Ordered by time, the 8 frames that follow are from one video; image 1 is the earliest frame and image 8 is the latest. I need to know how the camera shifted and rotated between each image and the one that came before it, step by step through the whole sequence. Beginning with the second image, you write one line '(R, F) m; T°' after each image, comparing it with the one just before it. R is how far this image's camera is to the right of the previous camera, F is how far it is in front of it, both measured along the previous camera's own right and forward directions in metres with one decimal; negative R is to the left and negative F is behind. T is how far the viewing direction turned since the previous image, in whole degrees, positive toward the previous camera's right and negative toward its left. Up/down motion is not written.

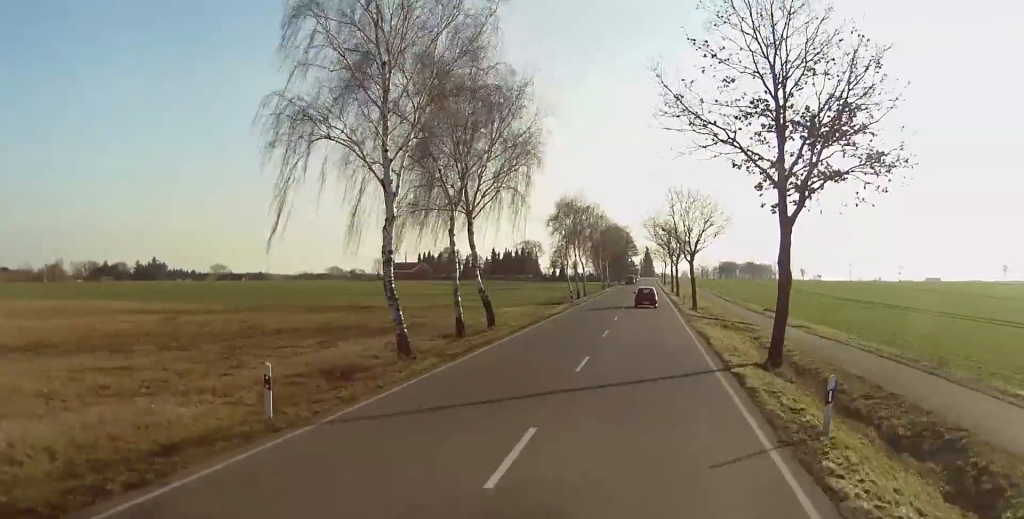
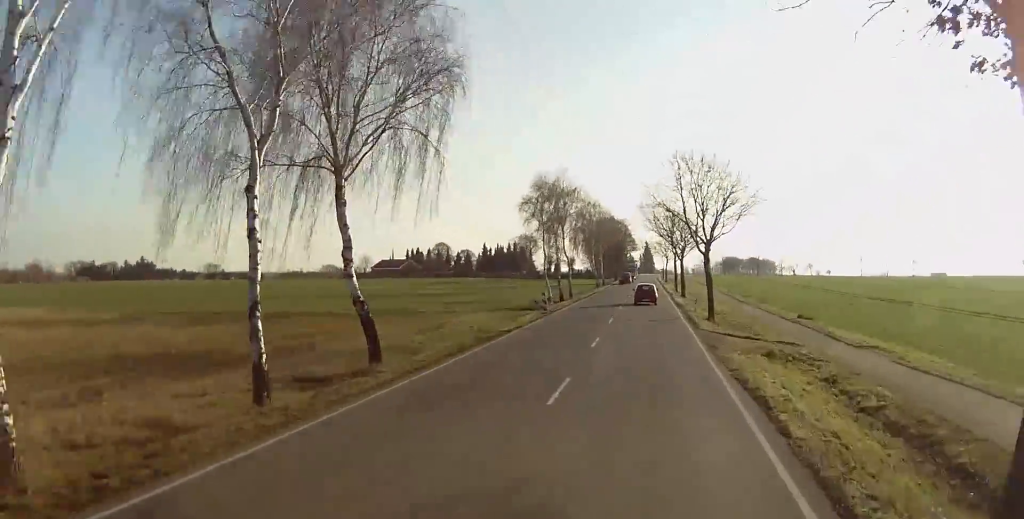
(-0.1, +17.7) m; 0°
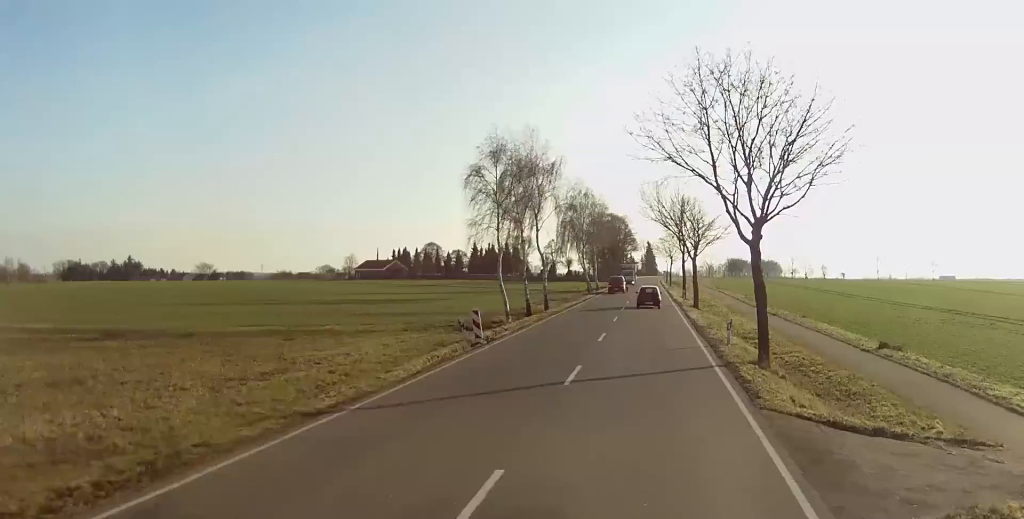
(-0.1, +21.0) m; 0°
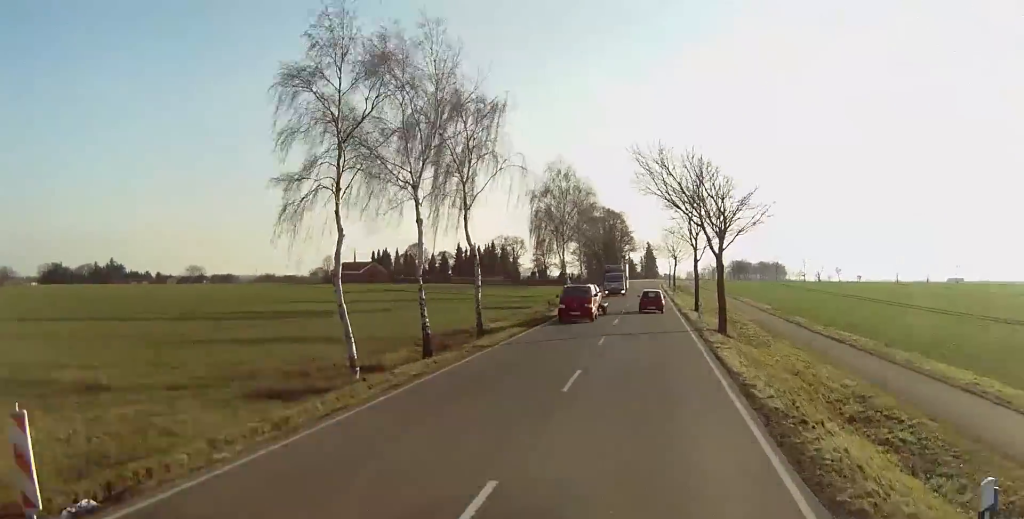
(0.0, +24.0) m; 0°
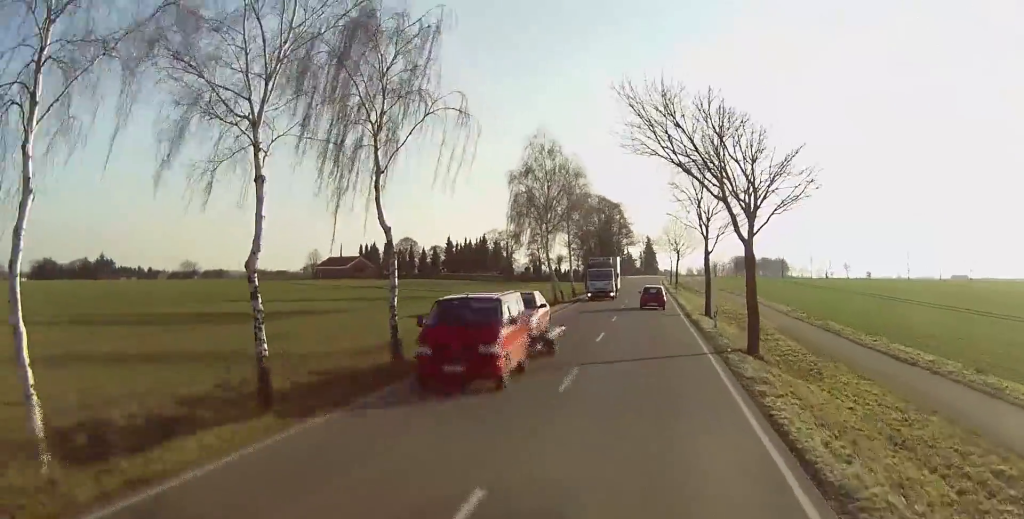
(0.0, +12.5) m; 0°
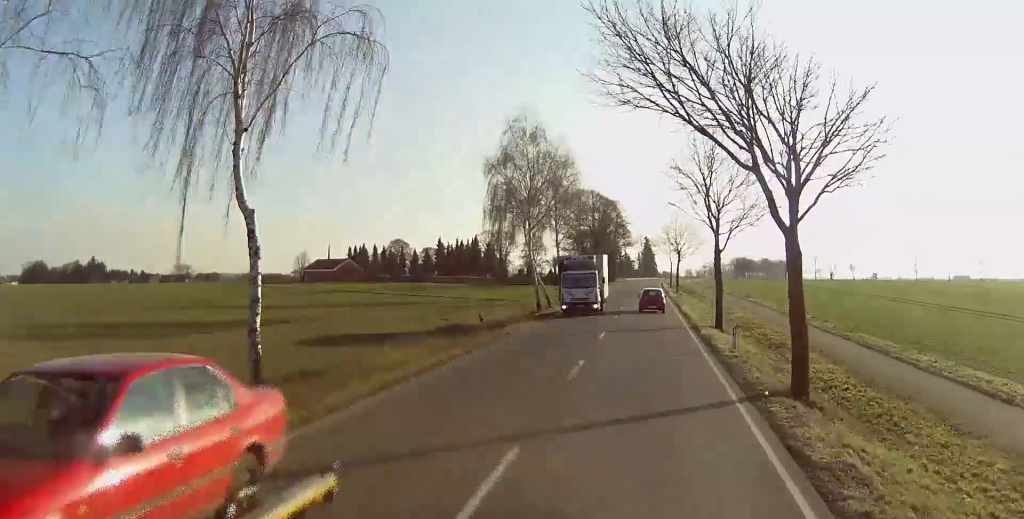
(0.0, +9.2) m; 0°
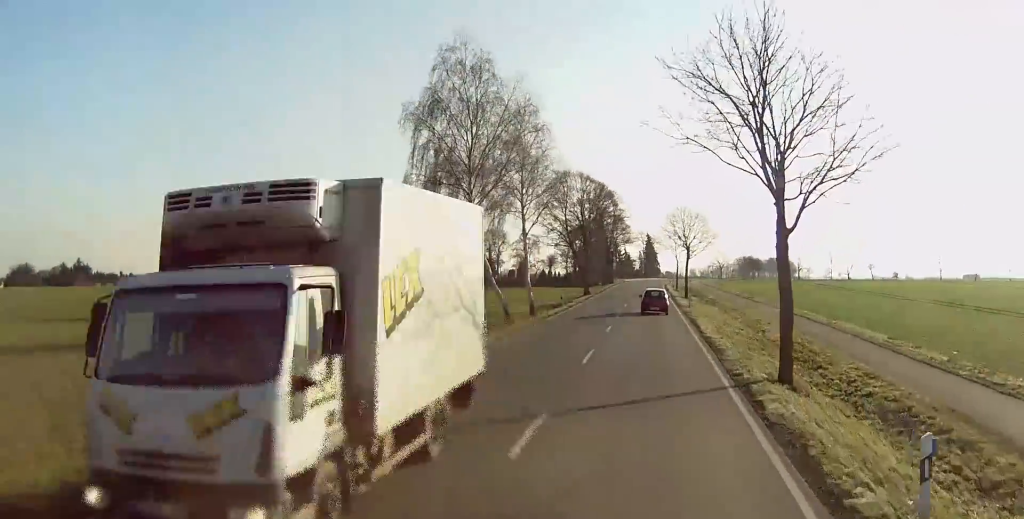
(0.0, +20.2) m; 0°
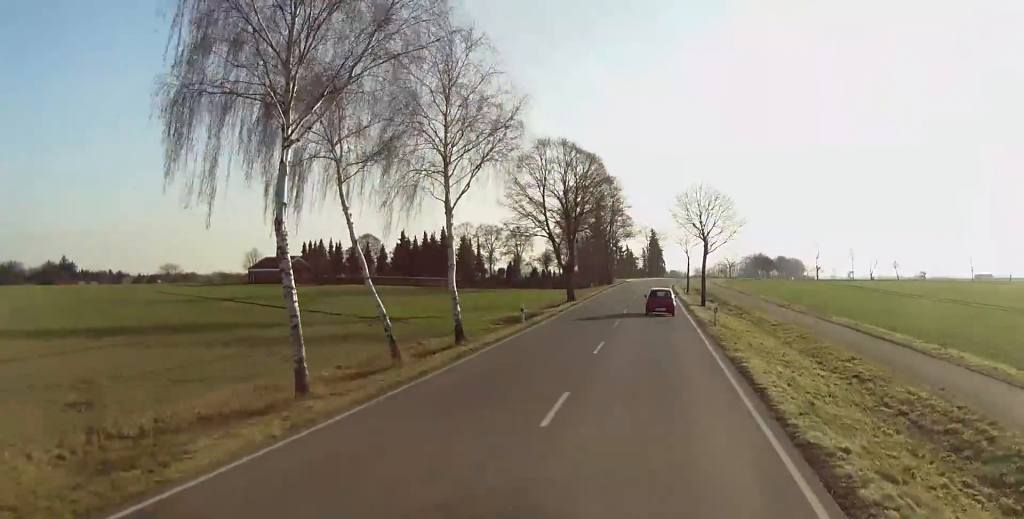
(-0.1, +21.3) m; 0°
